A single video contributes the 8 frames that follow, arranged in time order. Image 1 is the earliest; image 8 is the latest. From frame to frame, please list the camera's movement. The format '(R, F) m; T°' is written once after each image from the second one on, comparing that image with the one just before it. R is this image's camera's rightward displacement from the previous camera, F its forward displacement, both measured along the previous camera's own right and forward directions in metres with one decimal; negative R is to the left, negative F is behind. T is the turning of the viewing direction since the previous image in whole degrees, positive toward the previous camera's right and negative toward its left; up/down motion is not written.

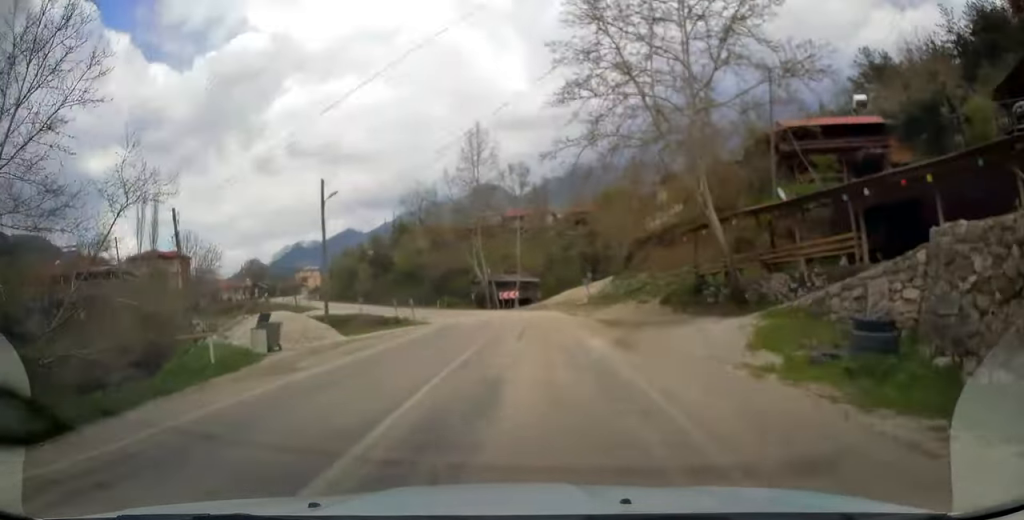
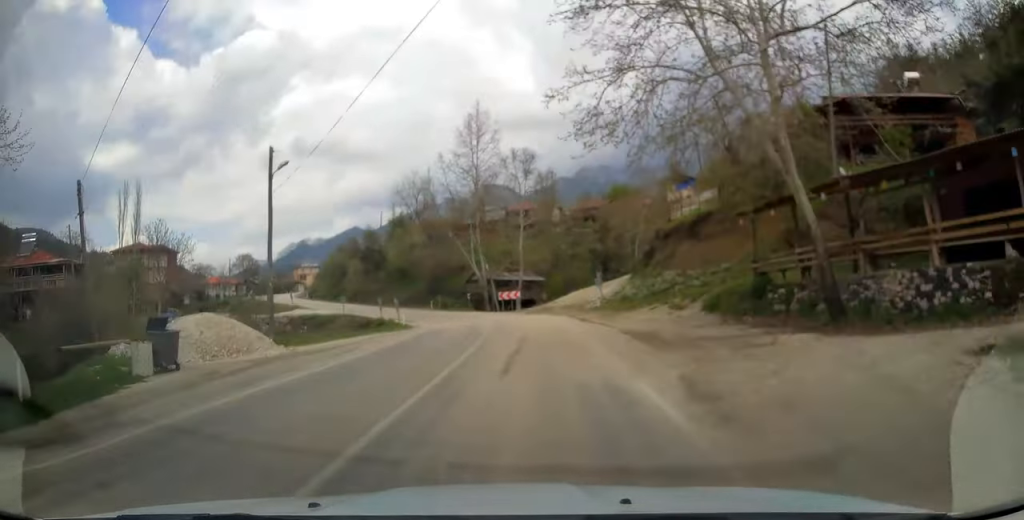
(0.0, +6.9) m; -1°
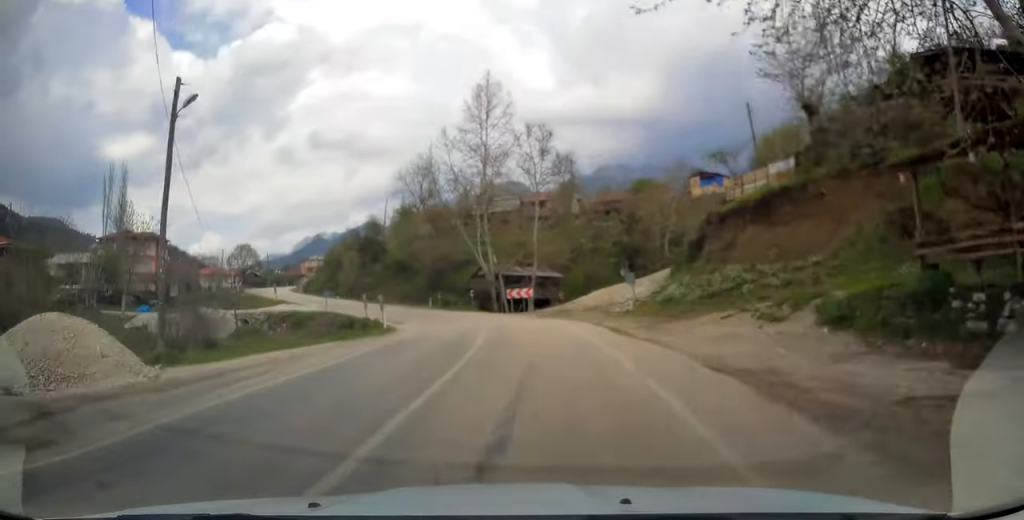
(0.0, +8.4) m; -2°
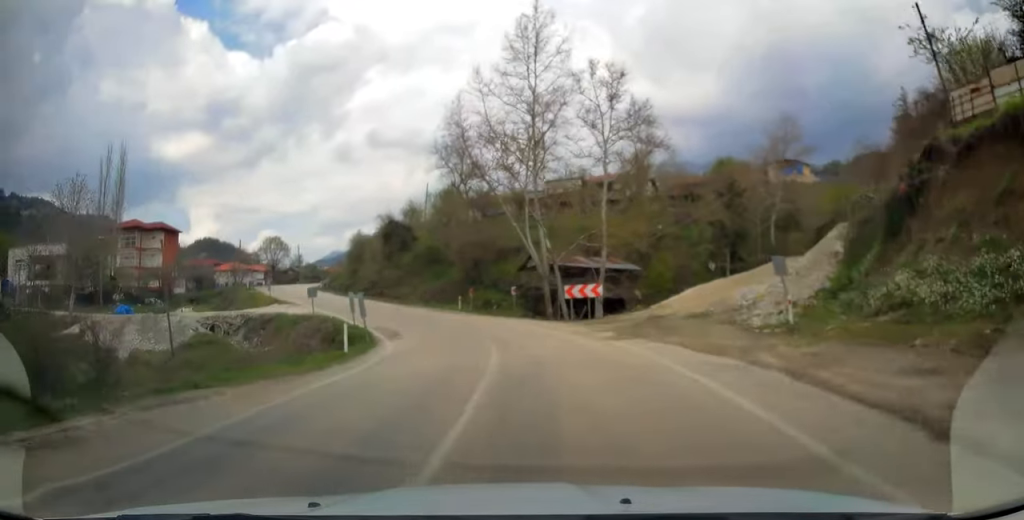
(-0.5, +14.4) m; -7°
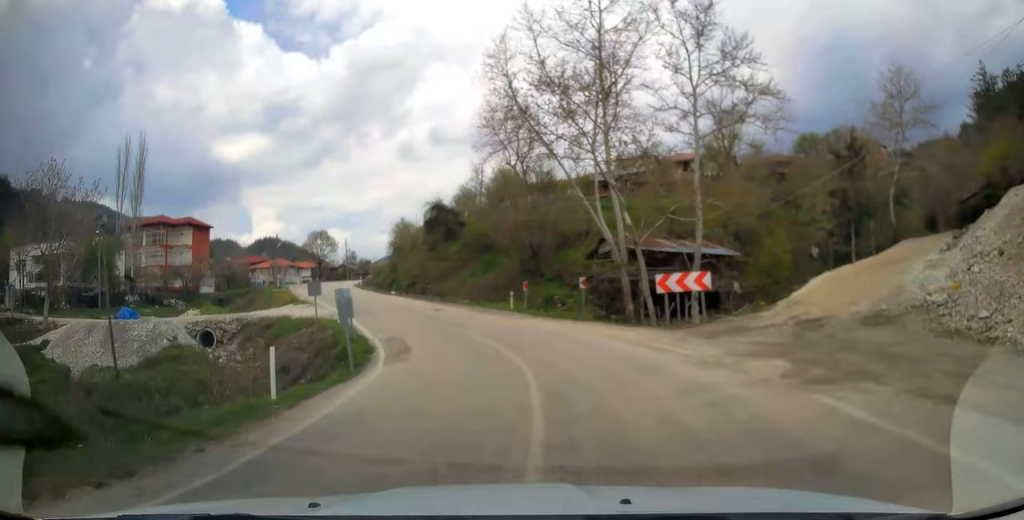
(-0.6, +9.1) m; -7°
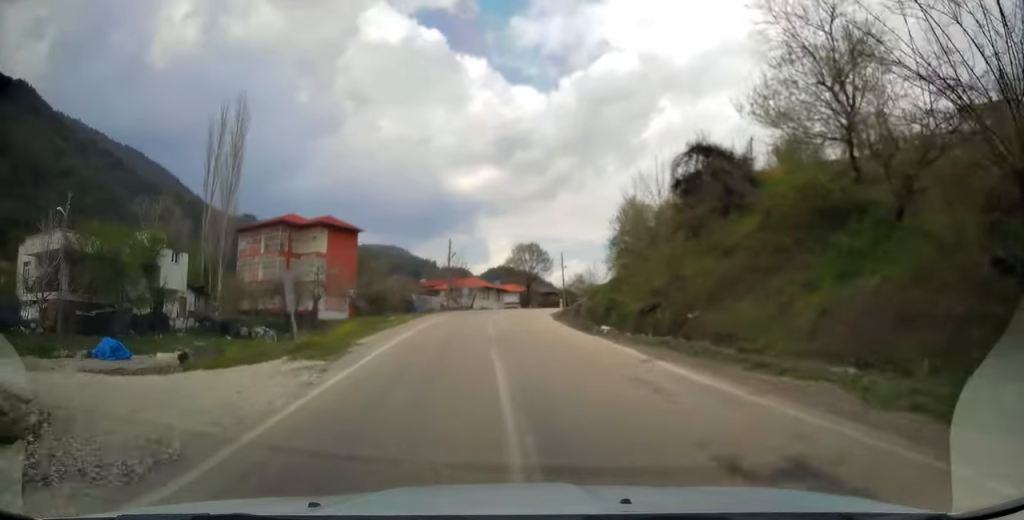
(-4.7, +26.7) m; -18°
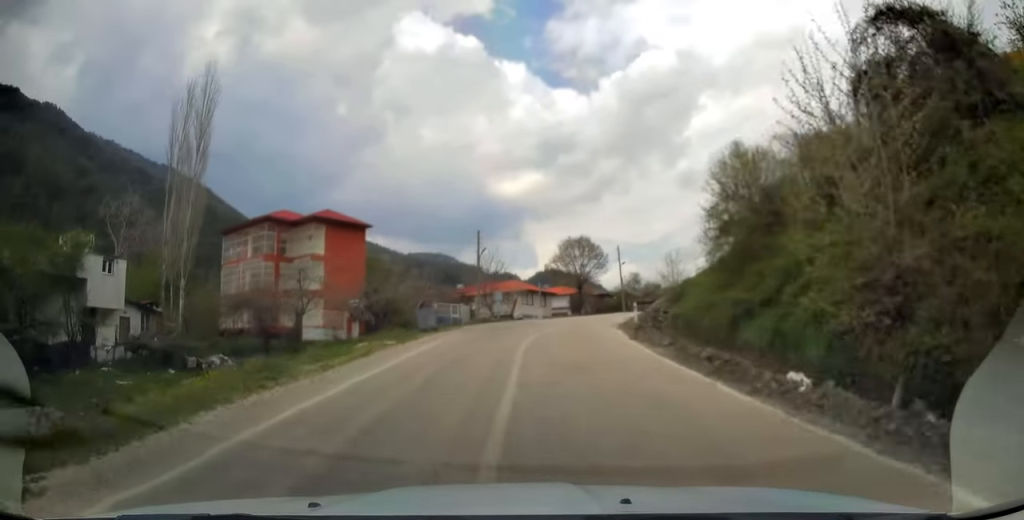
(-0.6, +12.7) m; -4°
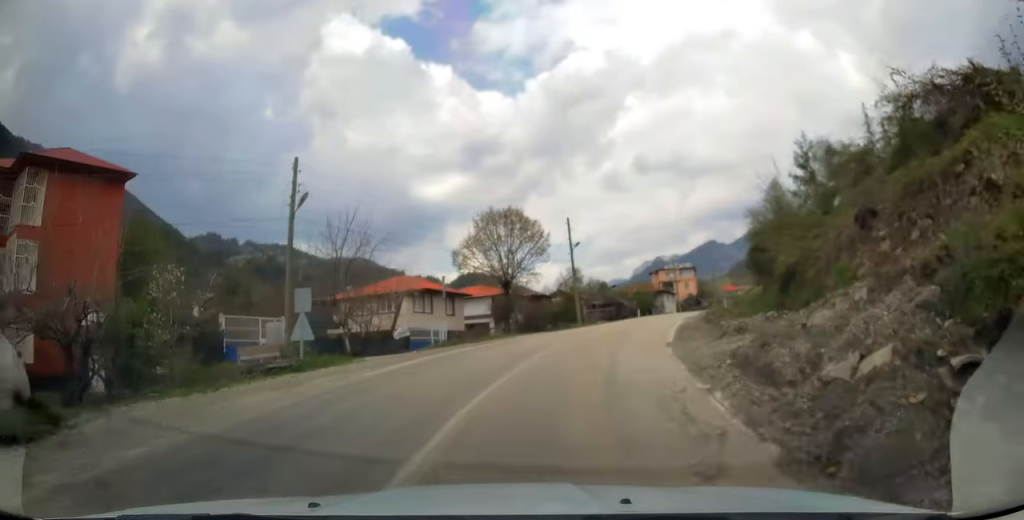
(-0.1, +24.4) m; +5°
